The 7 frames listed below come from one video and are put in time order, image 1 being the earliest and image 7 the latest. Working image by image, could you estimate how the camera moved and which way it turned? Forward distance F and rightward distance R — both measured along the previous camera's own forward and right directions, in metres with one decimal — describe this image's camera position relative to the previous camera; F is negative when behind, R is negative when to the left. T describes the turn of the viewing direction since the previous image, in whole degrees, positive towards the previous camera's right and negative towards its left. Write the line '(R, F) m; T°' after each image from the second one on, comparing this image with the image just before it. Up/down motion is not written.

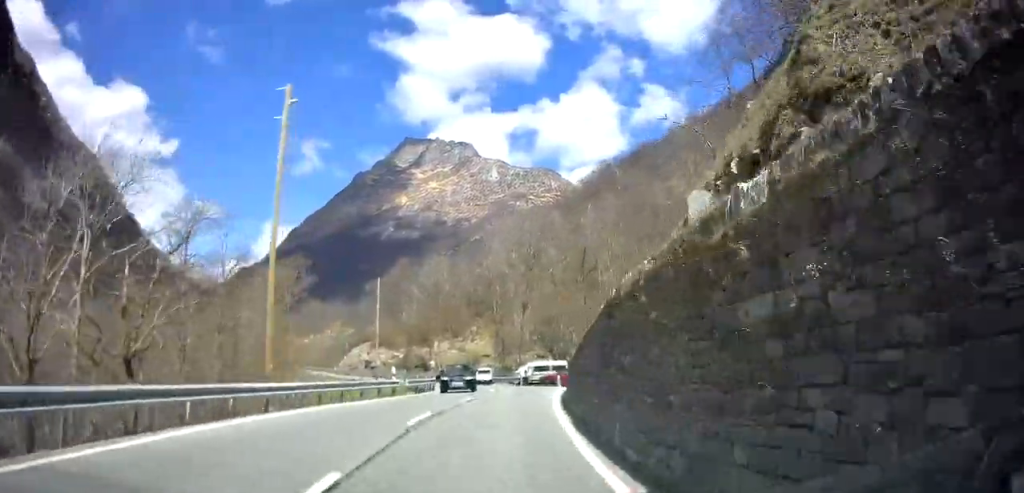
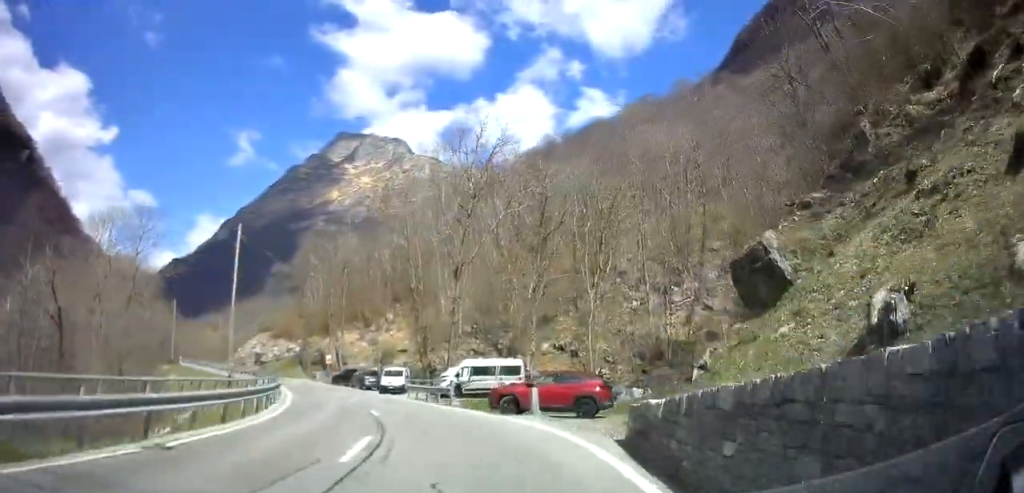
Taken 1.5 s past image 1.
(+0.2, +23.2) m; -2°
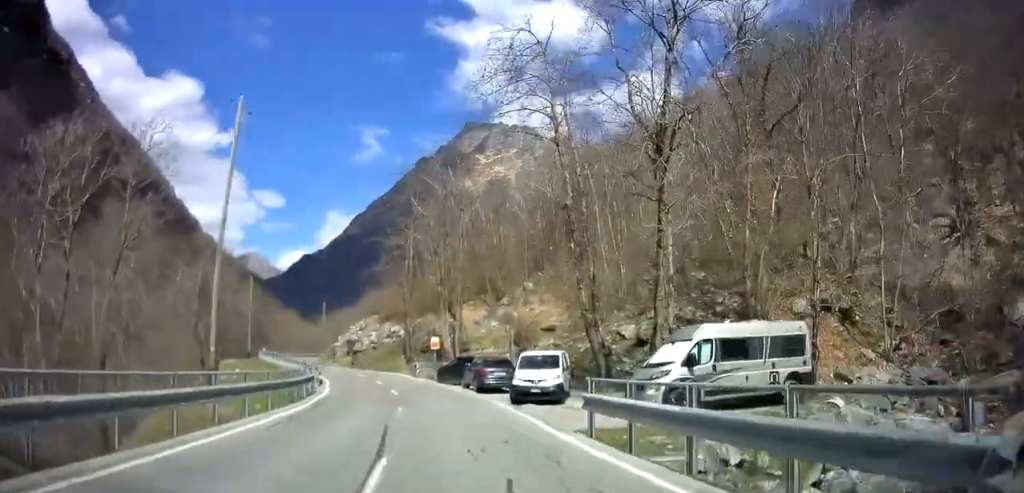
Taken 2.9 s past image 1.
(-0.7, +21.6) m; -7°
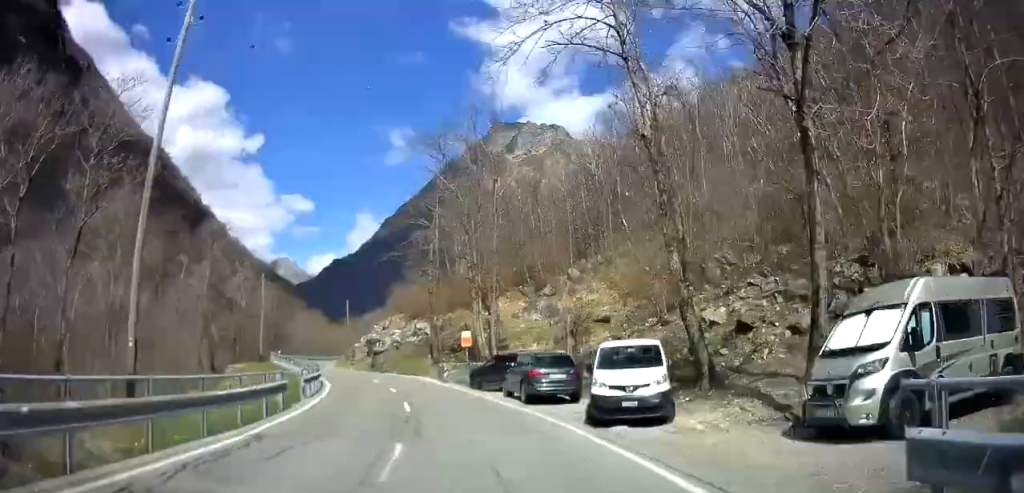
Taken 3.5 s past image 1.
(-0.7, +7.8) m; -2°
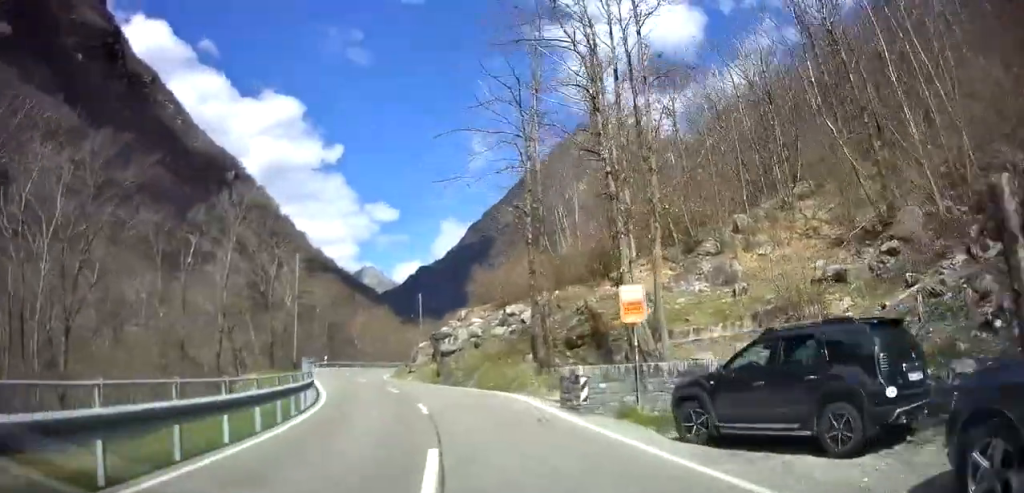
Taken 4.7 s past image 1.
(-0.5, +18.8) m; -2°
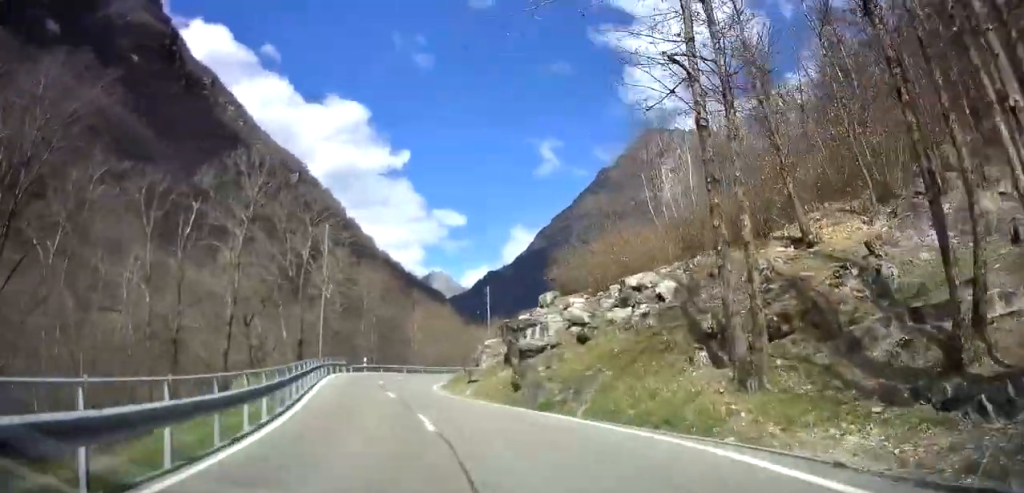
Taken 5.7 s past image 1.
(-0.3, +13.7) m; -5°
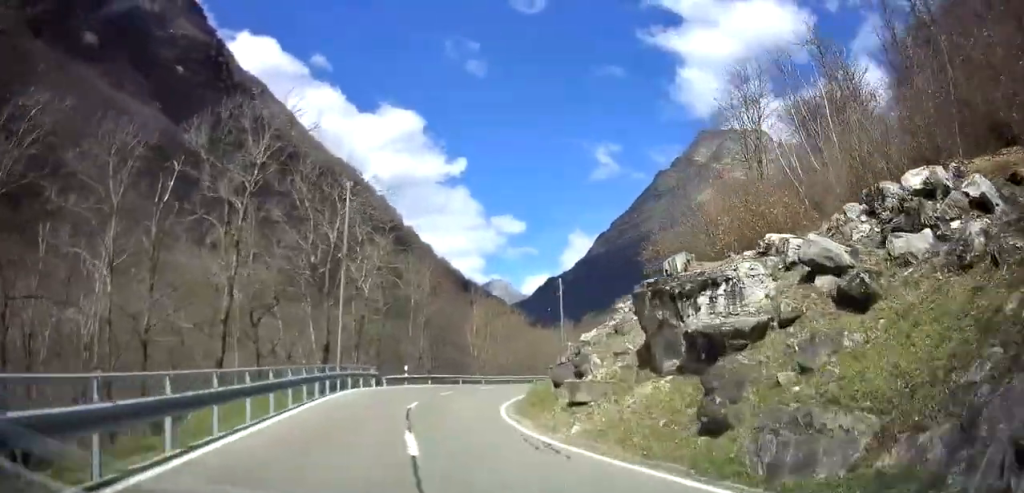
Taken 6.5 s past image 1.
(-0.9, +12.1) m; -6°
